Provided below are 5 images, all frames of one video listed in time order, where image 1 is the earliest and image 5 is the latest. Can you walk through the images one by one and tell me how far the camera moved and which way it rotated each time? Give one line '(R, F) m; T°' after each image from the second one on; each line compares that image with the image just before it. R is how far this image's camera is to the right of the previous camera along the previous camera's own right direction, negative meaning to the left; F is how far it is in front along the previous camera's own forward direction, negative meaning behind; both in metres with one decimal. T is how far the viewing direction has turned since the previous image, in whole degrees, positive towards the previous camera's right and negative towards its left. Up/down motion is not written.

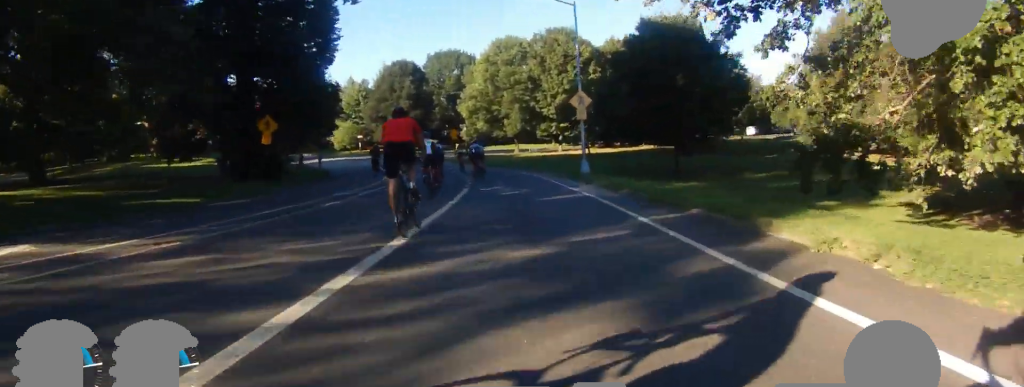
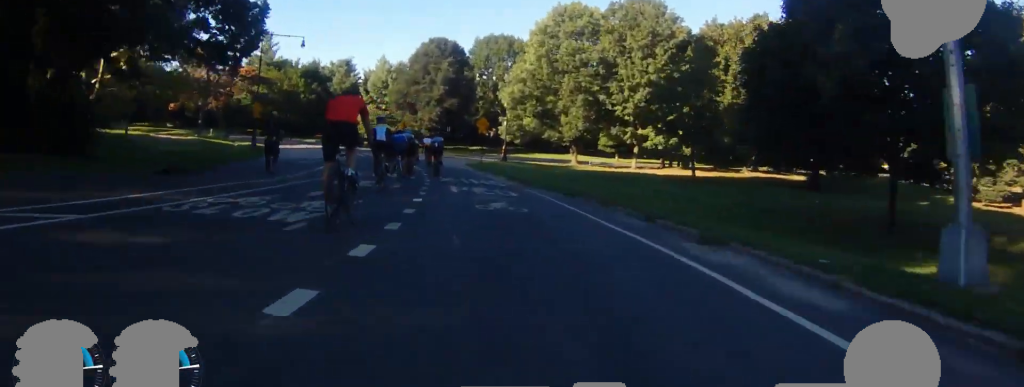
(0.0, +23.5) m; -2°
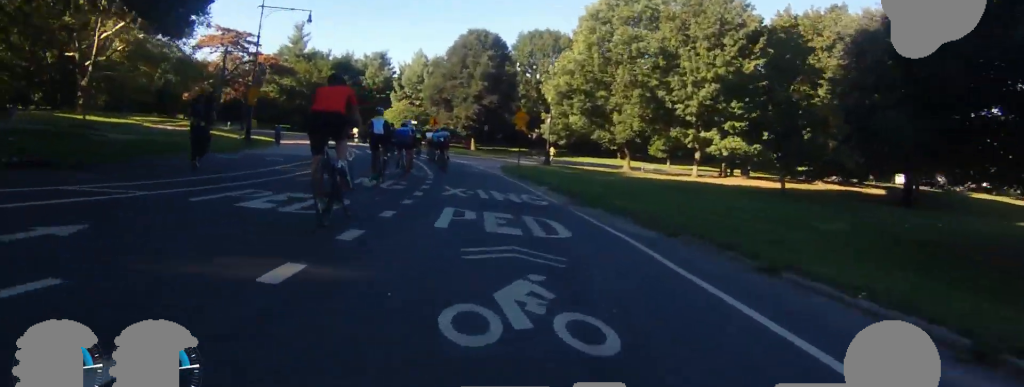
(-1.0, +7.7) m; -6°
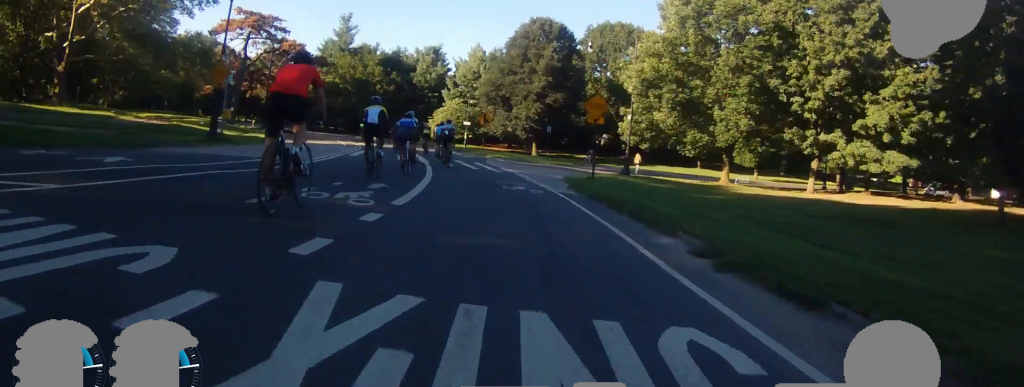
(-0.4, +11.5) m; -8°
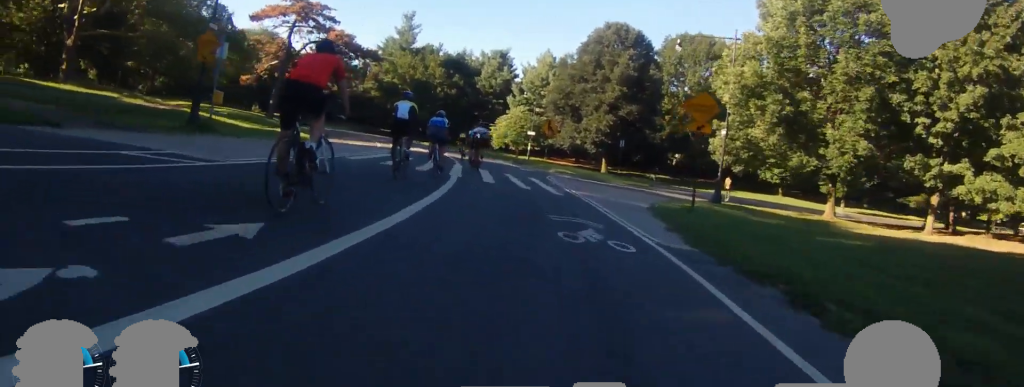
(-0.5, +6.8) m; -4°
